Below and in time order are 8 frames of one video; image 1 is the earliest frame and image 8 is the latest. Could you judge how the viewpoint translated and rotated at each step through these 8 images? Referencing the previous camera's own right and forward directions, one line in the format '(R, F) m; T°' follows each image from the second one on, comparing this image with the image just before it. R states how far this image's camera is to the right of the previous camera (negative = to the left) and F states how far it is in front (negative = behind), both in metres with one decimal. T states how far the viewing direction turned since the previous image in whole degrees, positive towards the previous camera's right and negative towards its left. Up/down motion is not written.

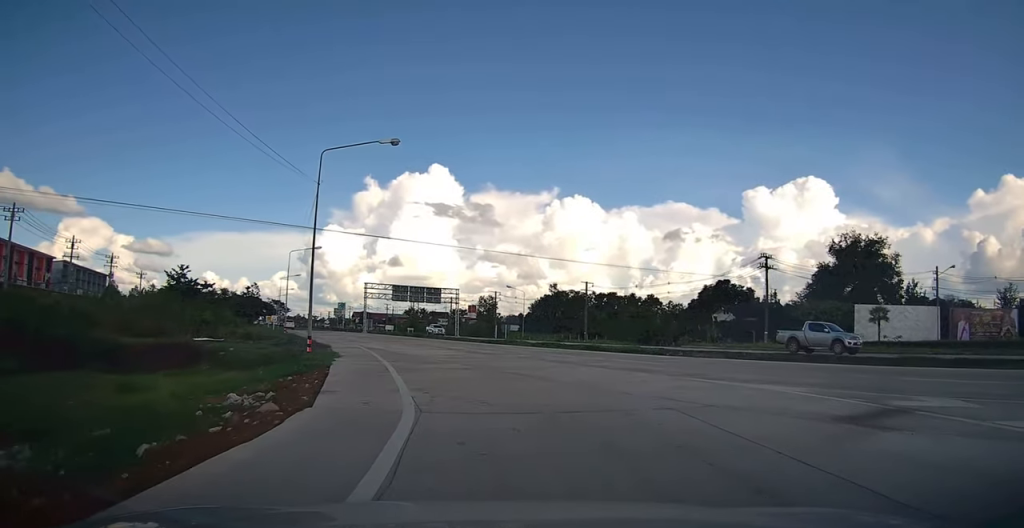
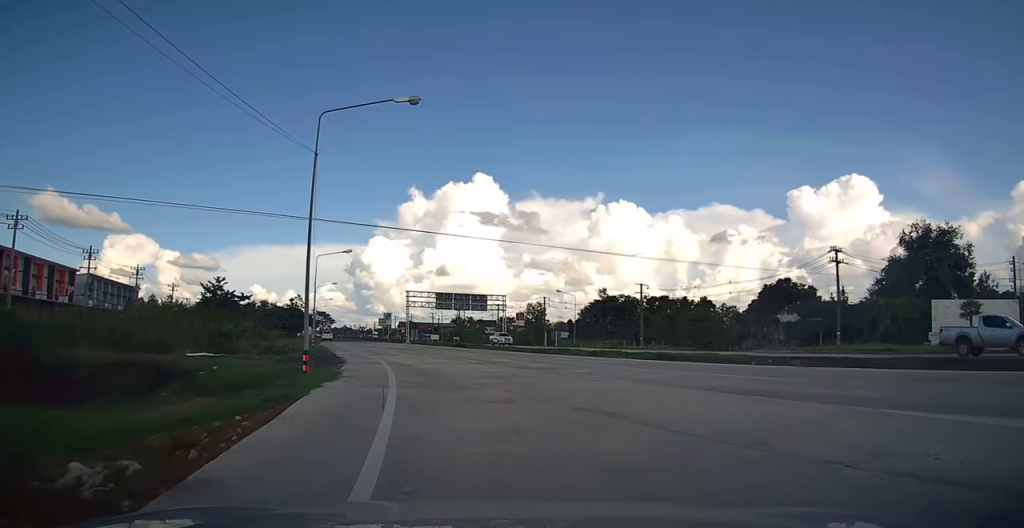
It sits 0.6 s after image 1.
(-0.3, +5.7) m; -5°
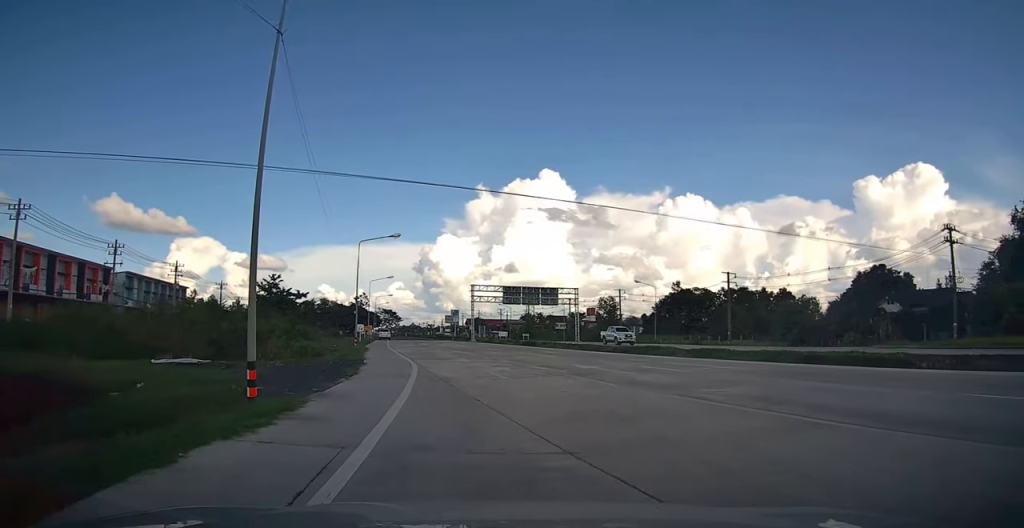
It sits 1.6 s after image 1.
(-0.5, +8.2) m; -7°
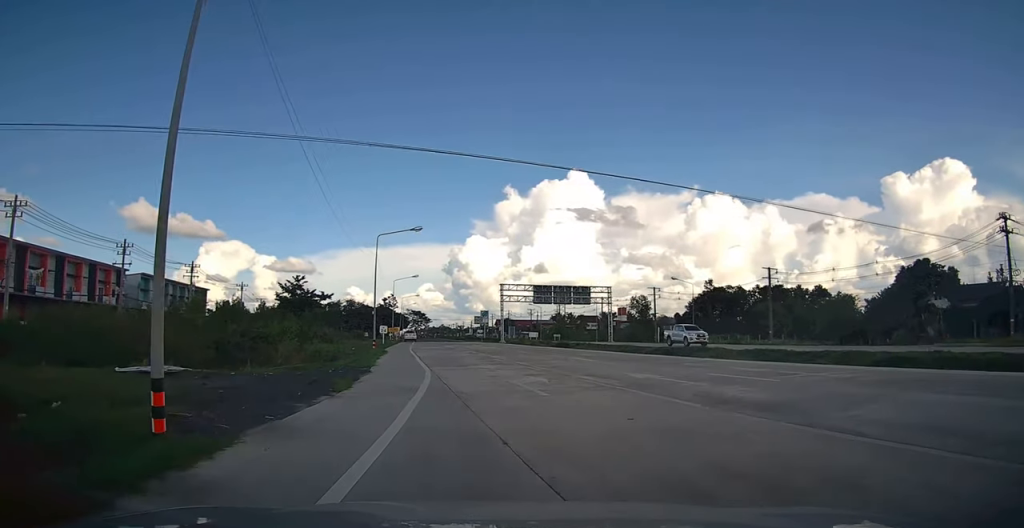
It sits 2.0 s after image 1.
(-0.1, +3.8) m; -3°
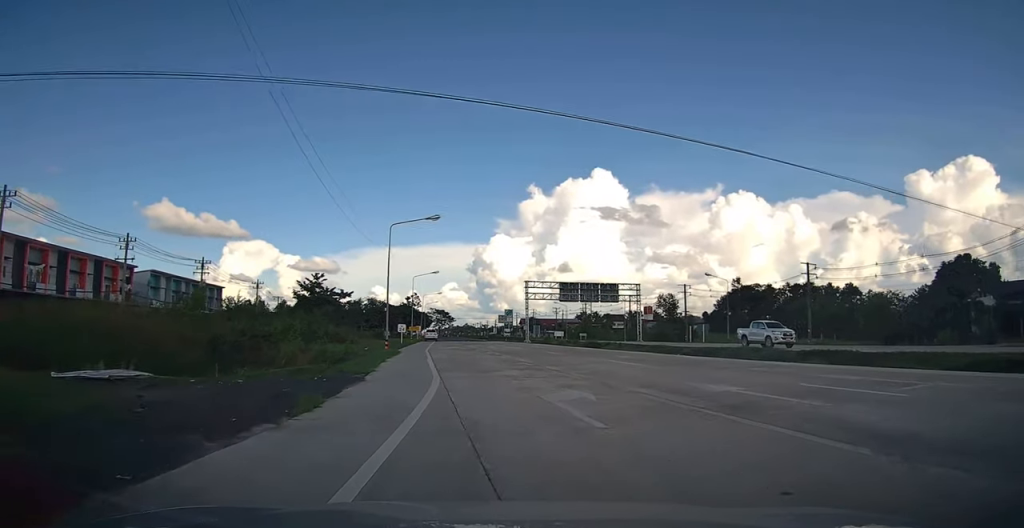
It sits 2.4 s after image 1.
(-0.1, +3.9) m; -2°
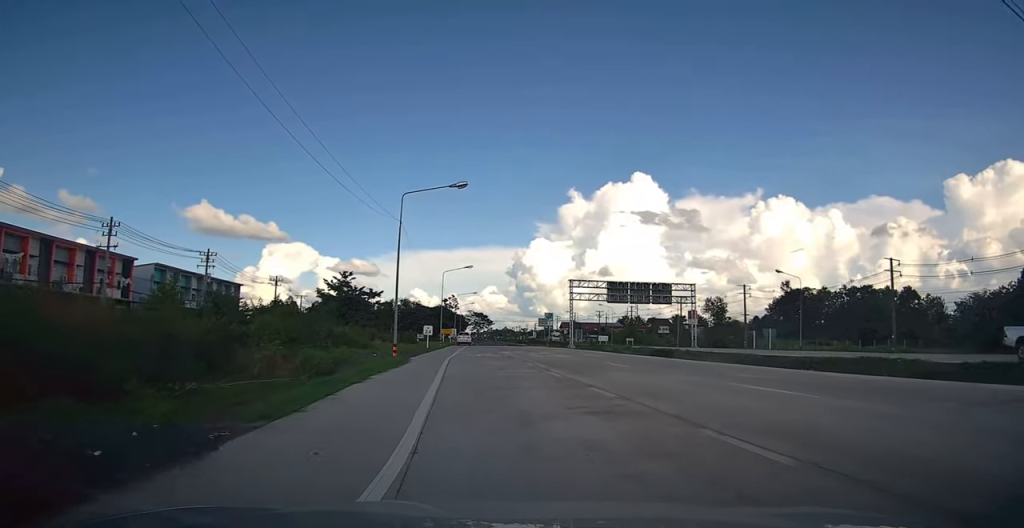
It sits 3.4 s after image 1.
(-0.4, +9.3) m; -3°
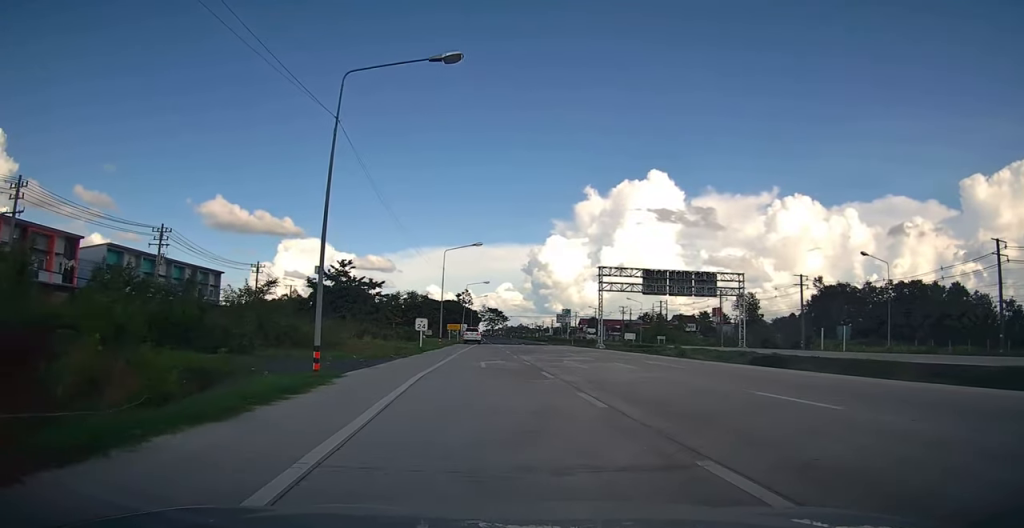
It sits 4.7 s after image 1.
(-0.3, +13.8) m; -3°
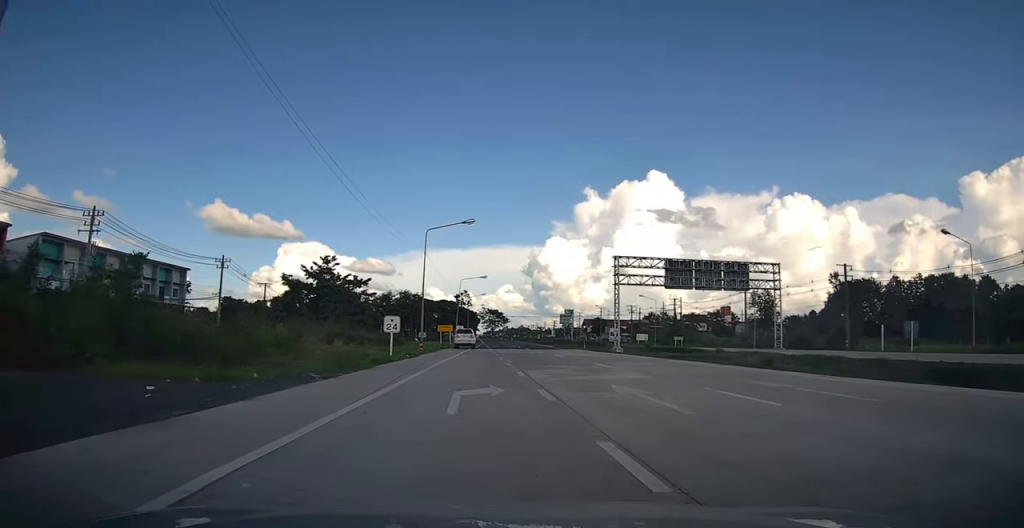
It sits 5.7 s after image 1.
(-0.2, +10.9) m; -1°
